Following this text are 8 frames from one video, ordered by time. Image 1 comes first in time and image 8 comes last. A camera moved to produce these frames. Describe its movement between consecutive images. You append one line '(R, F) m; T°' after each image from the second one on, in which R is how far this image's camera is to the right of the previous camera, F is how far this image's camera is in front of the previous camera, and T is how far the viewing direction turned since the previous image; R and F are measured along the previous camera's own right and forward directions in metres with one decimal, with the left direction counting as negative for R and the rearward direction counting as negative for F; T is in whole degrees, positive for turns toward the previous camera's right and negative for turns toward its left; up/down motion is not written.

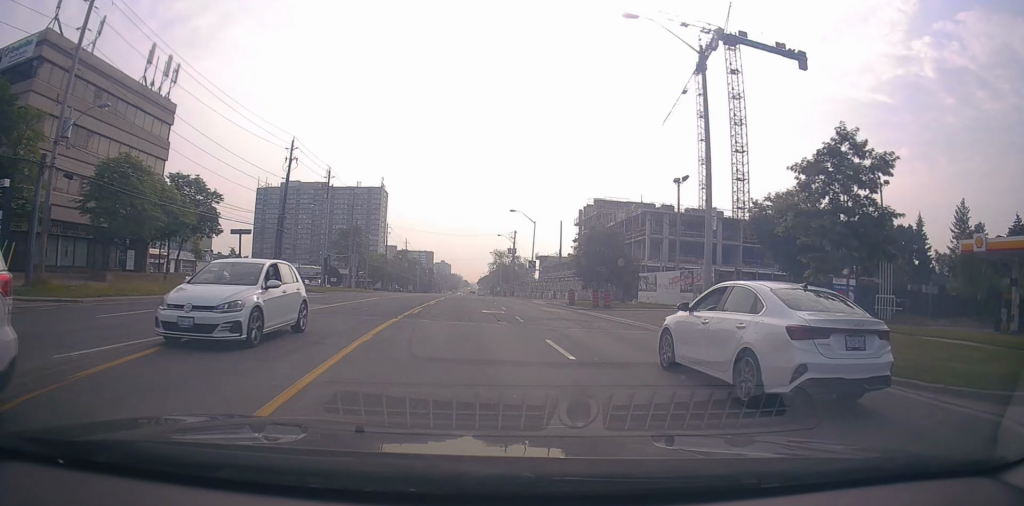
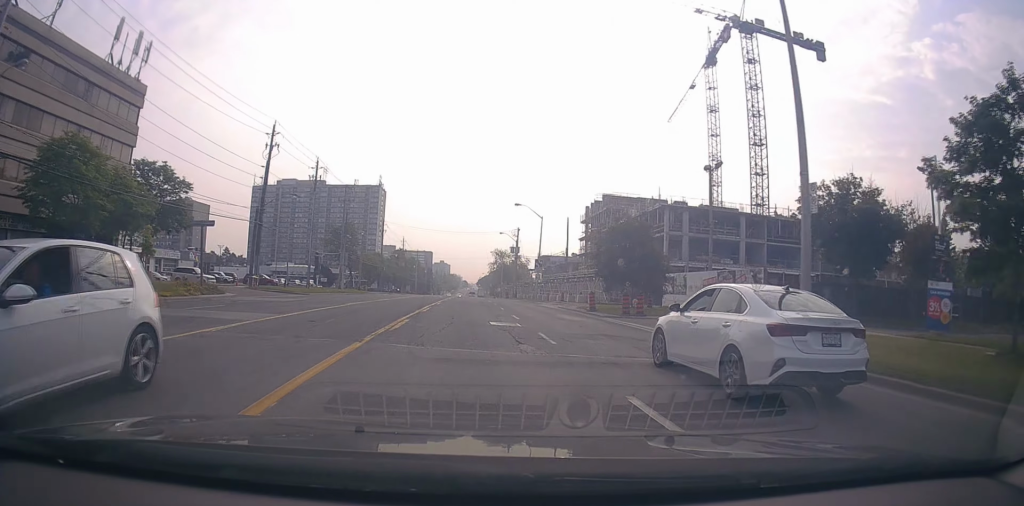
(-0.1, +6.1) m; -1°
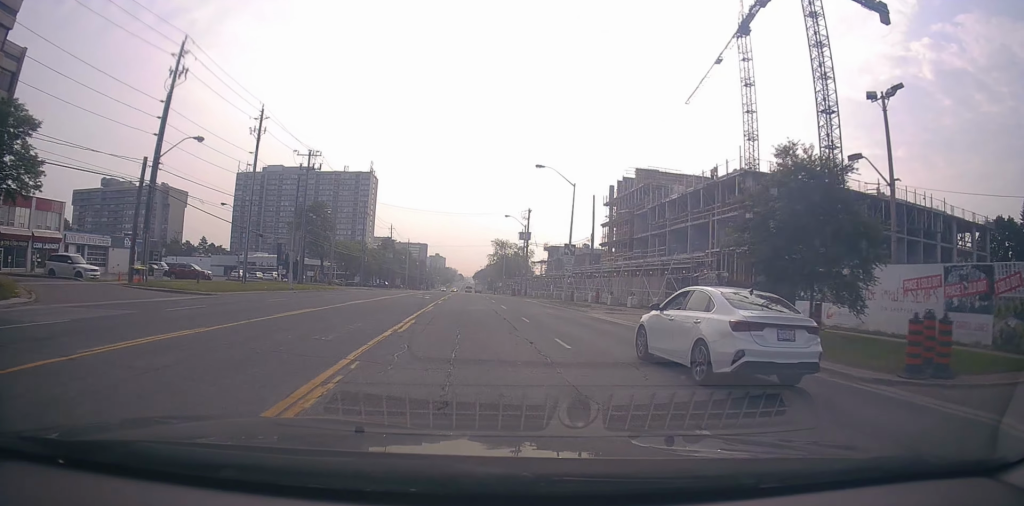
(+0.4, +18.7) m; +2°
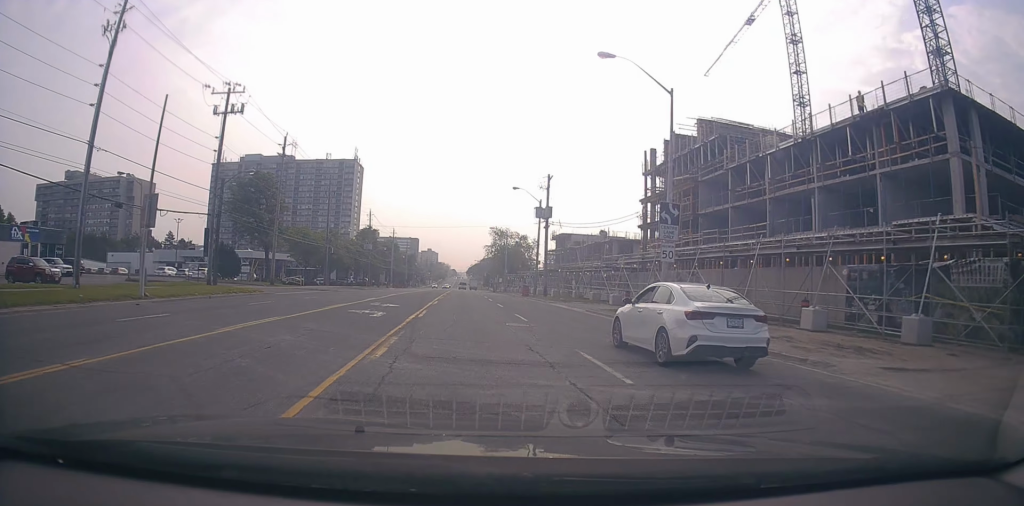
(+0.2, +22.0) m; 0°
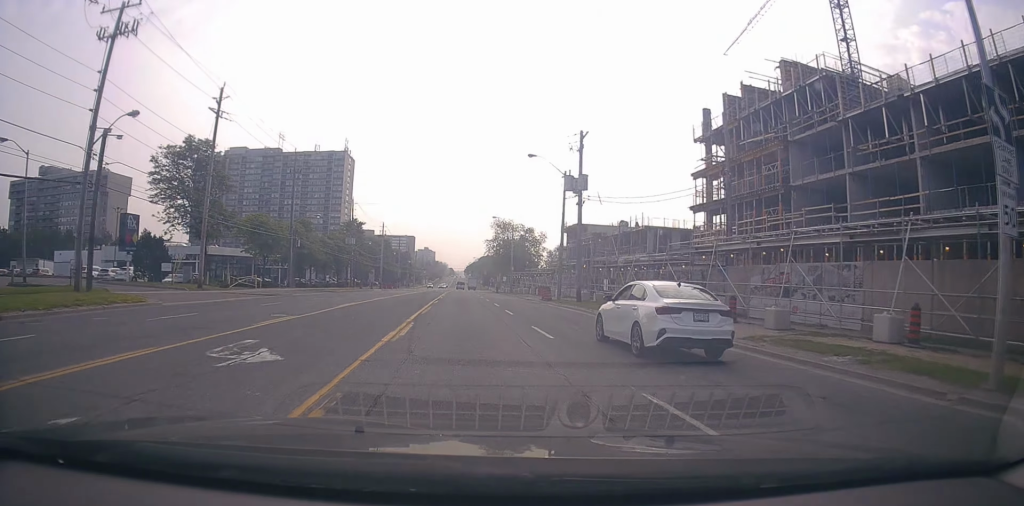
(-0.2, +16.0) m; 0°
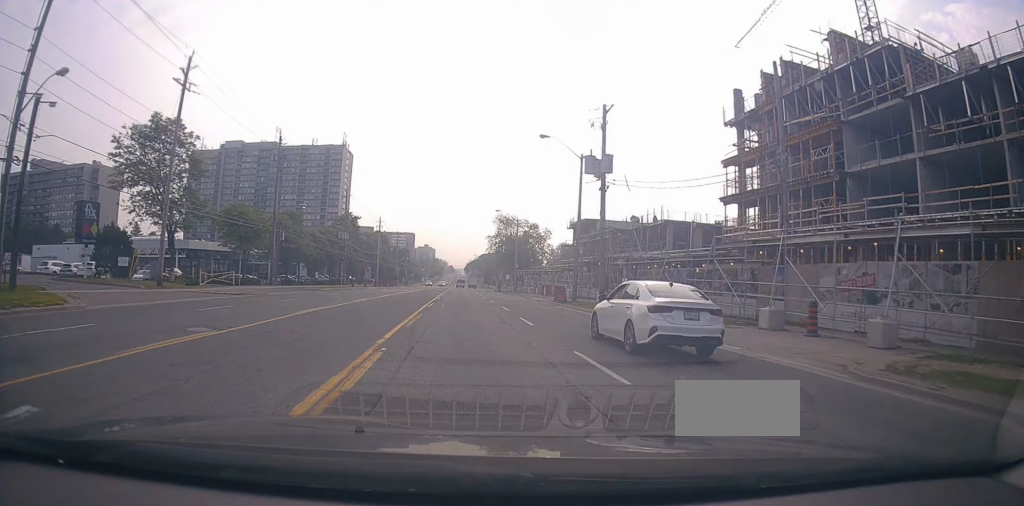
(-0.1, +6.0) m; +1°
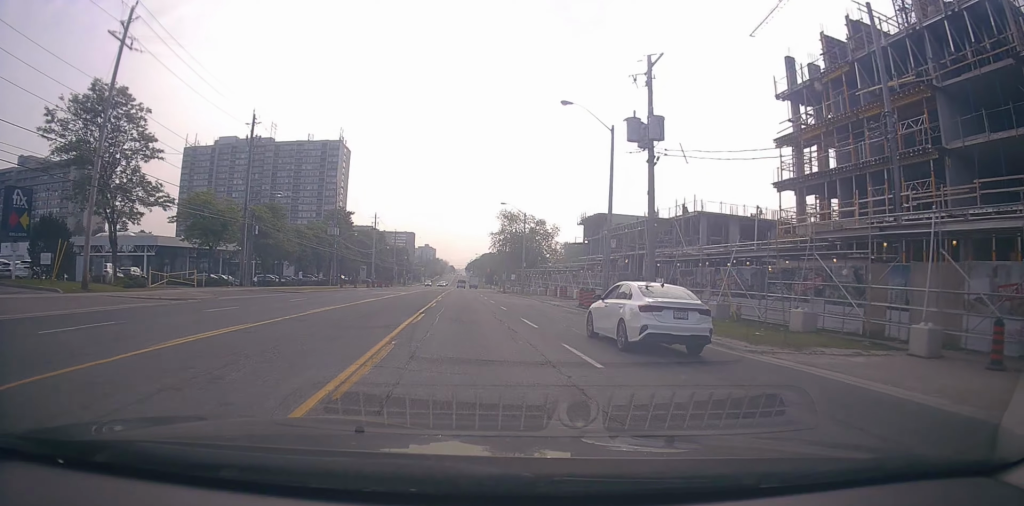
(+0.3, +8.1) m; 0°
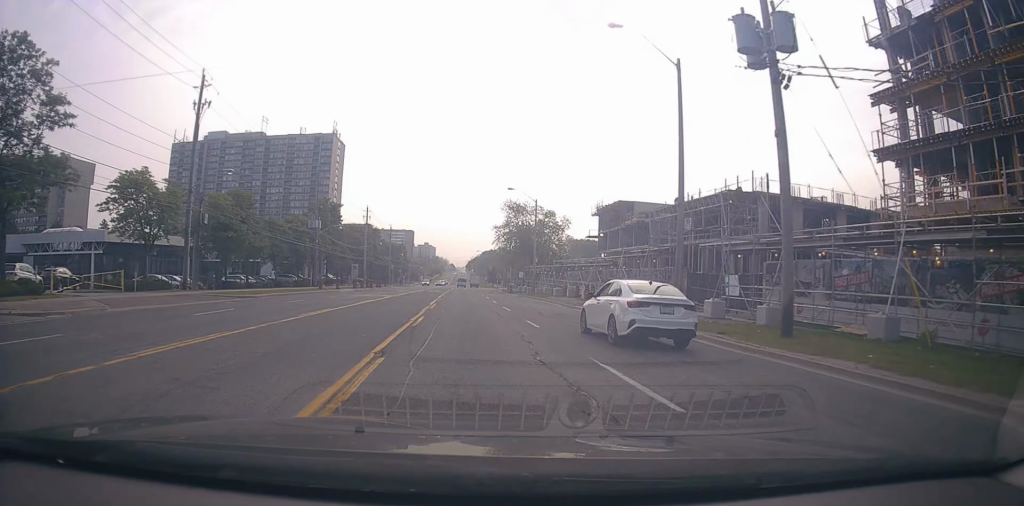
(0.0, +10.6) m; 0°
